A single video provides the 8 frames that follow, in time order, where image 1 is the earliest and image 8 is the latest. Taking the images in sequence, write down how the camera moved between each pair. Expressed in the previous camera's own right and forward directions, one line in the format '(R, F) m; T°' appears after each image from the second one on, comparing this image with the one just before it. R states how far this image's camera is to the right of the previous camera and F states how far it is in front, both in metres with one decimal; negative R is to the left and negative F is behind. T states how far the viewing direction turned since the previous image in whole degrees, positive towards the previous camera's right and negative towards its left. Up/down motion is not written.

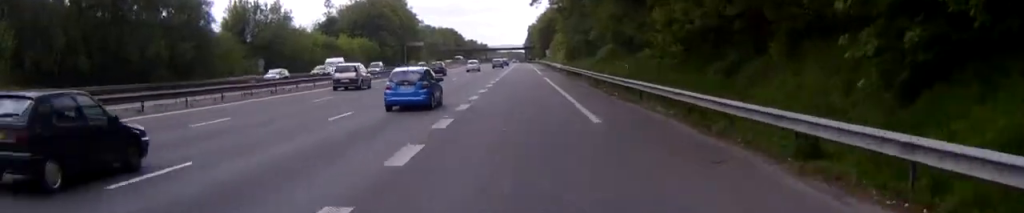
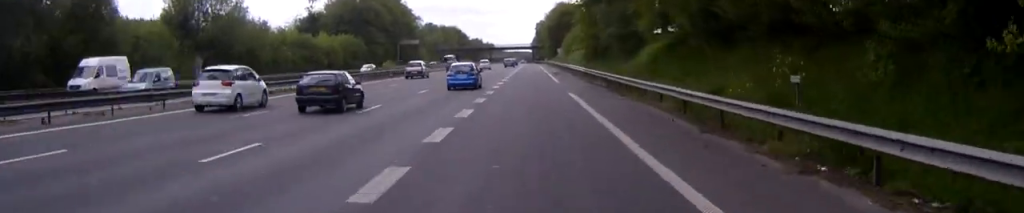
(-0.1, +23.3) m; 0°
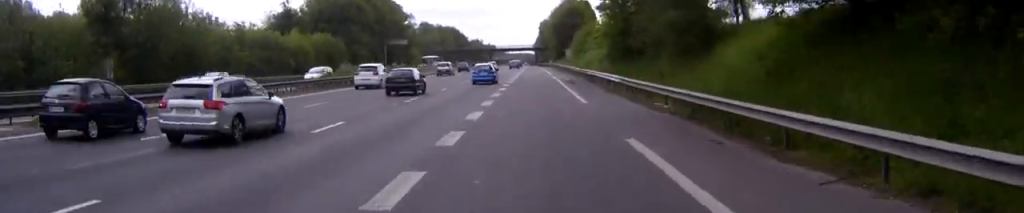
(+0.1, +20.2) m; +1°
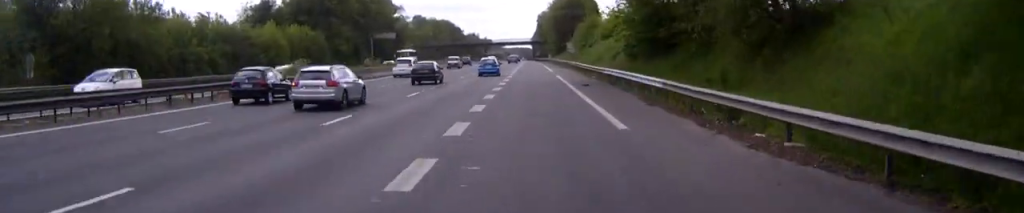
(+0.1, +12.4) m; 0°
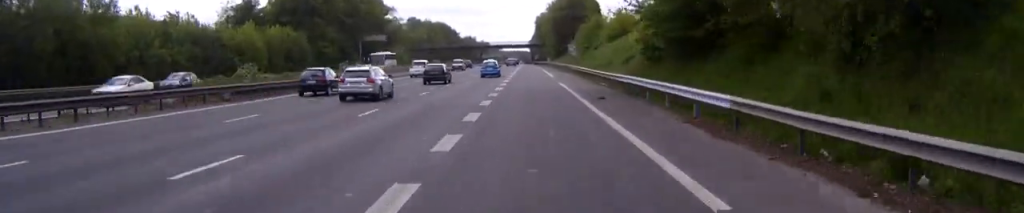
(0.0, +9.0) m; 0°
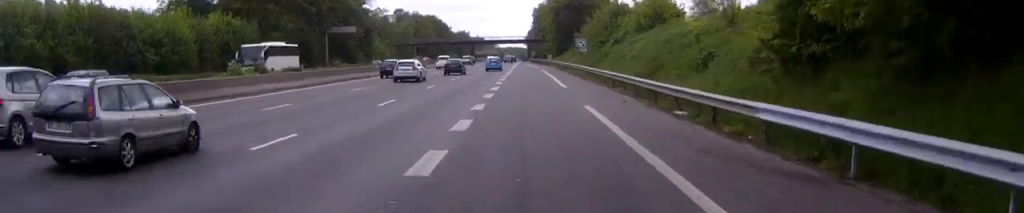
(0.0, +22.8) m; 0°
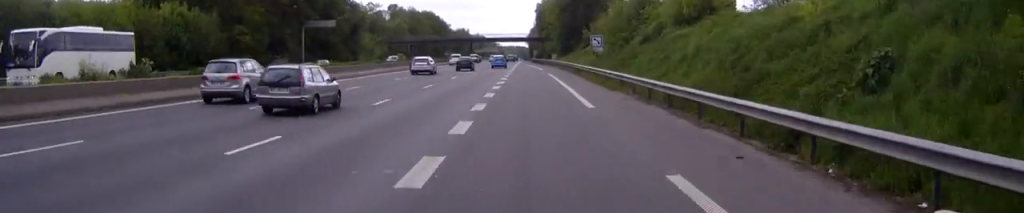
(0.0, +14.5) m; 0°
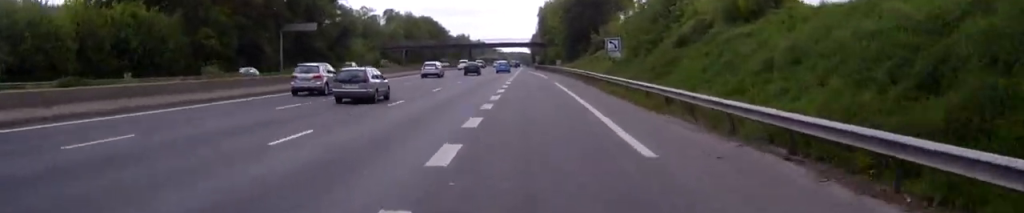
(0.0, +11.0) m; 0°
